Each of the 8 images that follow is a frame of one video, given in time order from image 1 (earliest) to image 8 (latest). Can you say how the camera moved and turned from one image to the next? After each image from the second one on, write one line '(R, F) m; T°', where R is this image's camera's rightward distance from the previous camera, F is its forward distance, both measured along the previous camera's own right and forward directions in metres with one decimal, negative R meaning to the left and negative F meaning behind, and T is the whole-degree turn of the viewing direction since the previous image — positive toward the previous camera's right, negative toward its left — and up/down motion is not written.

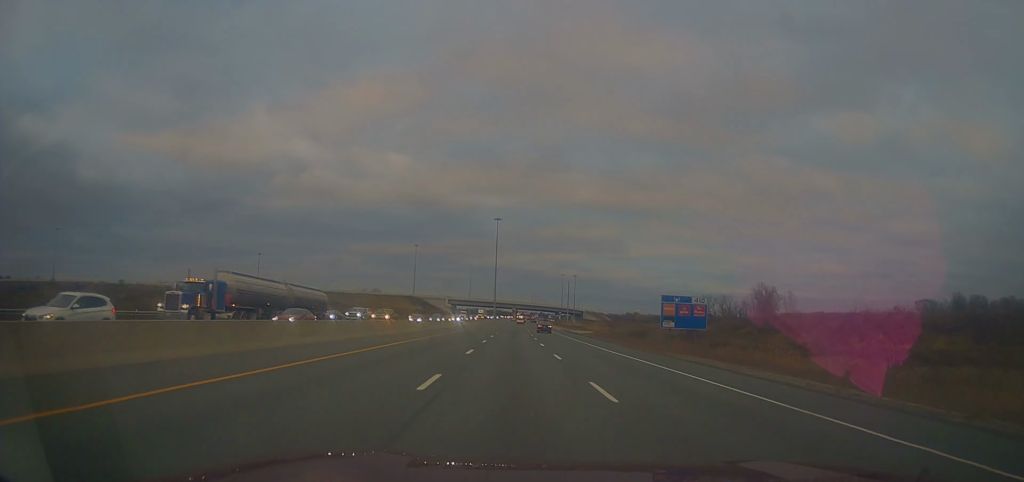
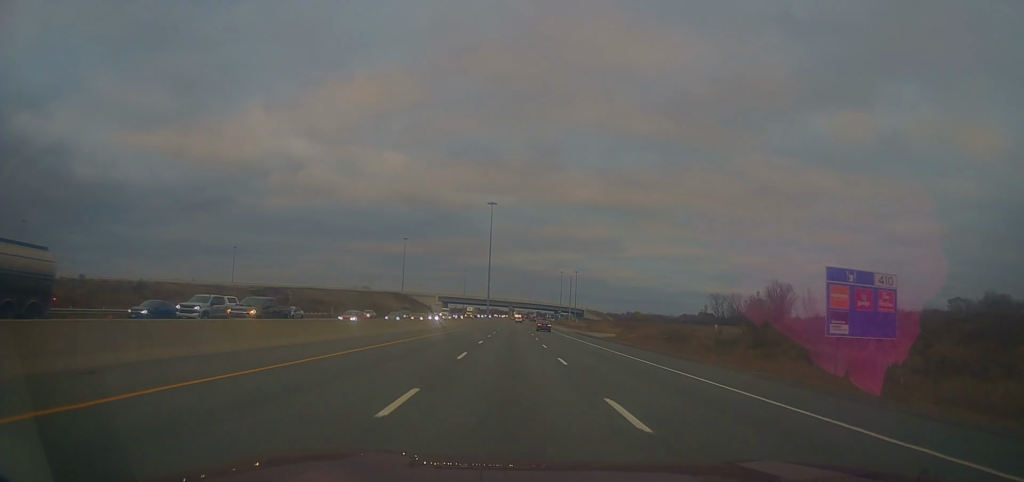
(+0.2, +26.9) m; +2°
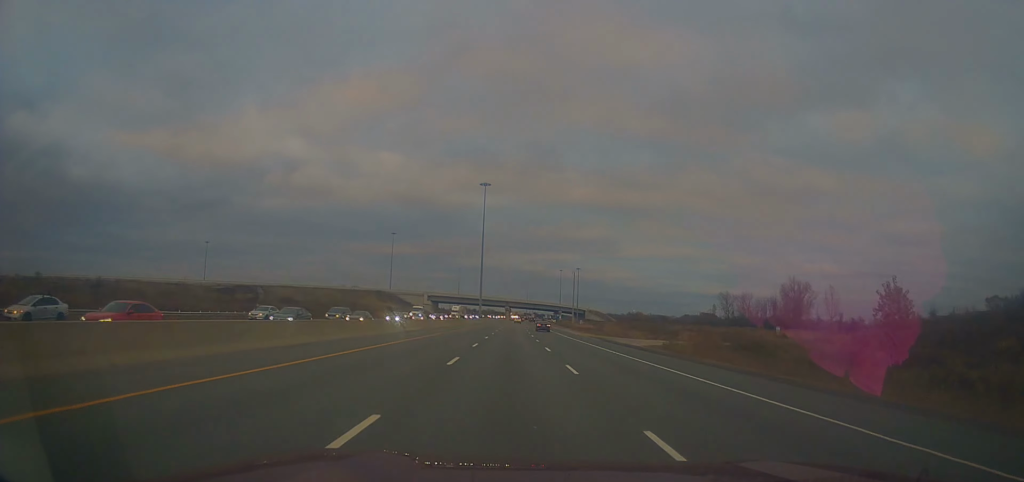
(+0.8, +26.9) m; +1°
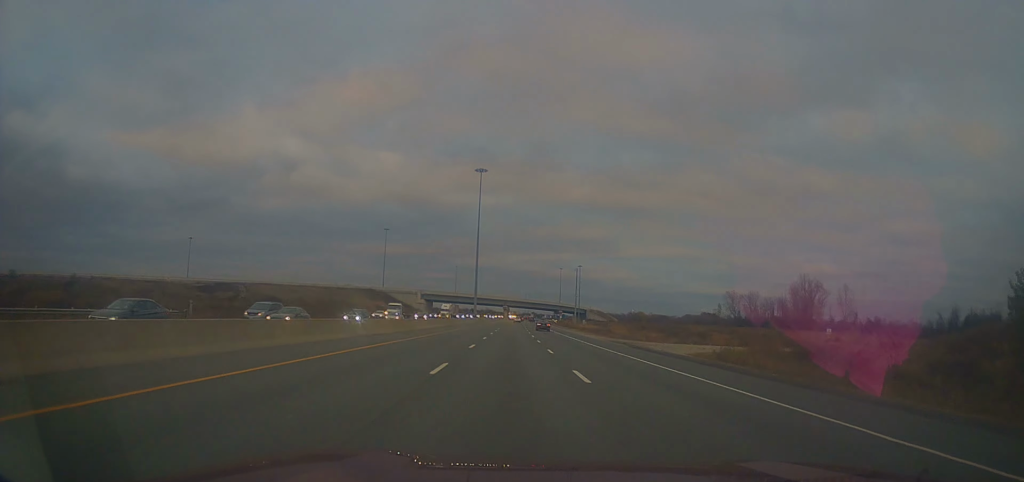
(-0.3, +14.5) m; -1°
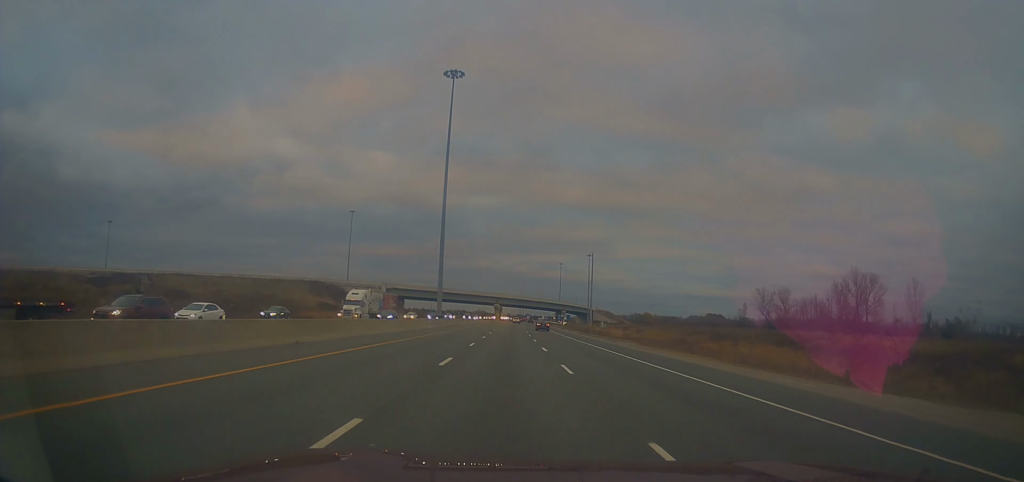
(-0.4, +58.0) m; 0°
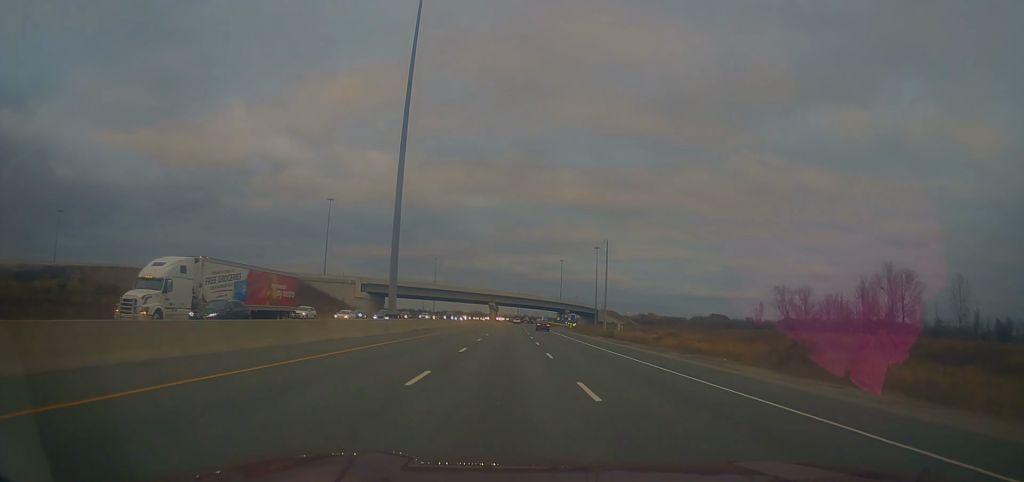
(0.0, +29.0) m; 0°
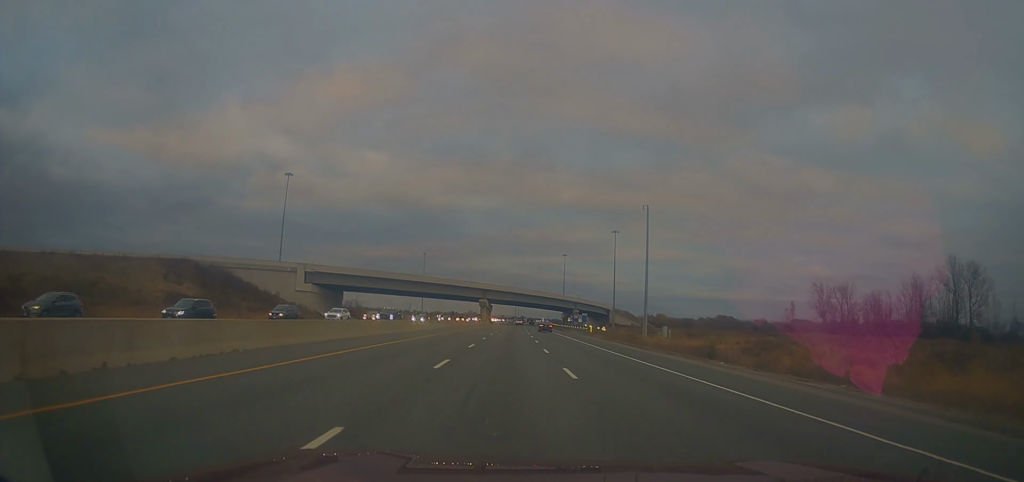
(+0.4, +43.3) m; +1°
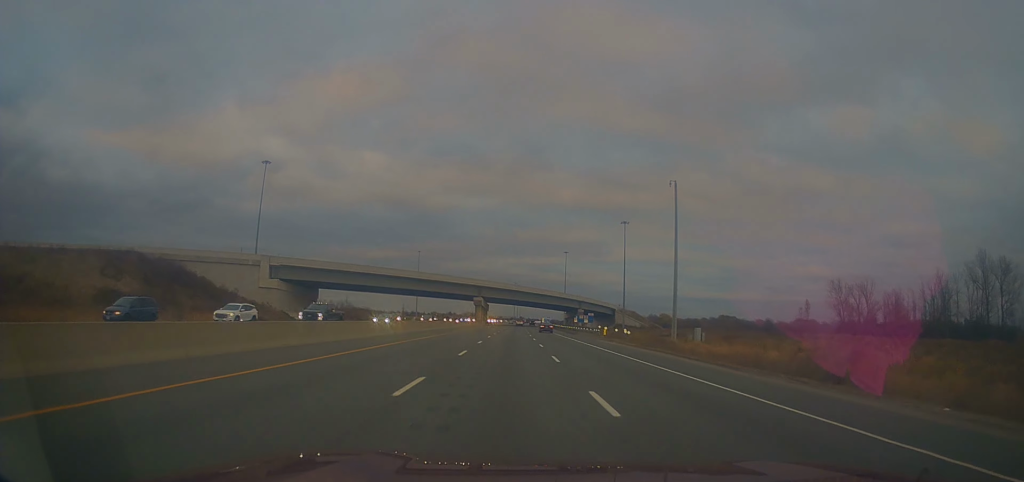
(0.0, +17.5) m; 0°
